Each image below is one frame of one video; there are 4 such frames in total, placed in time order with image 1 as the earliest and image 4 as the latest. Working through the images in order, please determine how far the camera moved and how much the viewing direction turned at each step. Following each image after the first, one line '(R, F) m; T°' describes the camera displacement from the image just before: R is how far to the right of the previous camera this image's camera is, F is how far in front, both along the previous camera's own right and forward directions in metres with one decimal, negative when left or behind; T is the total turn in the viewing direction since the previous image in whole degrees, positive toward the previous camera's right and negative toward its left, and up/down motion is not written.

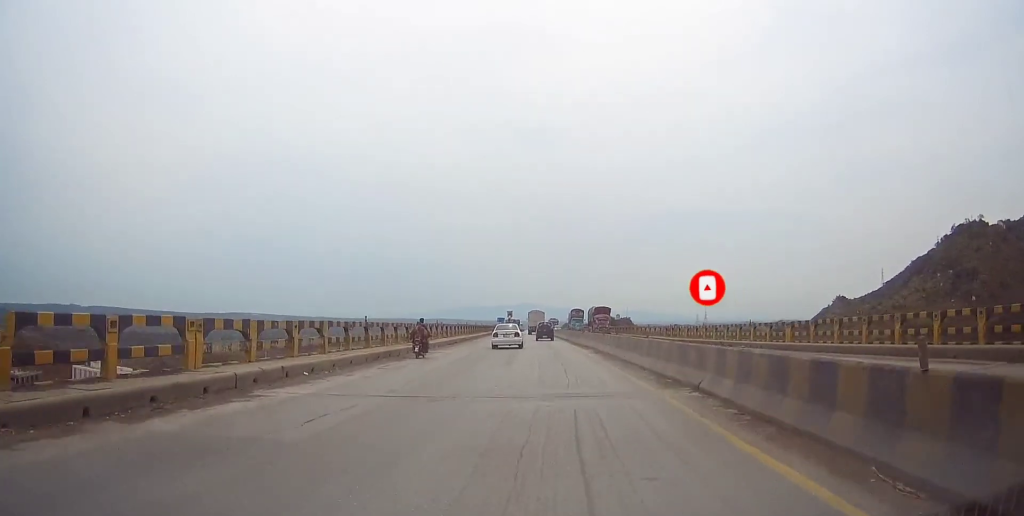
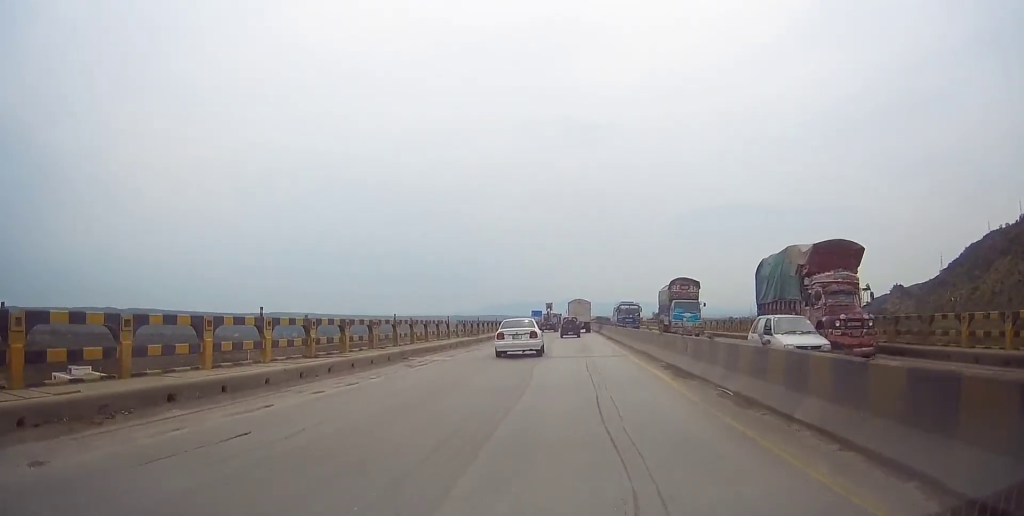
(-2.7, +54.7) m; -3°
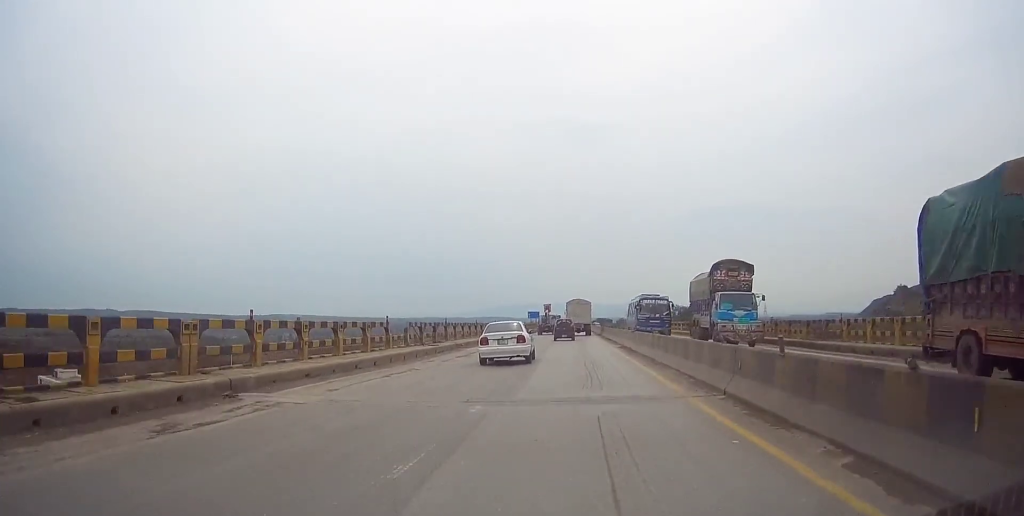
(+0.3, +12.1) m; 0°
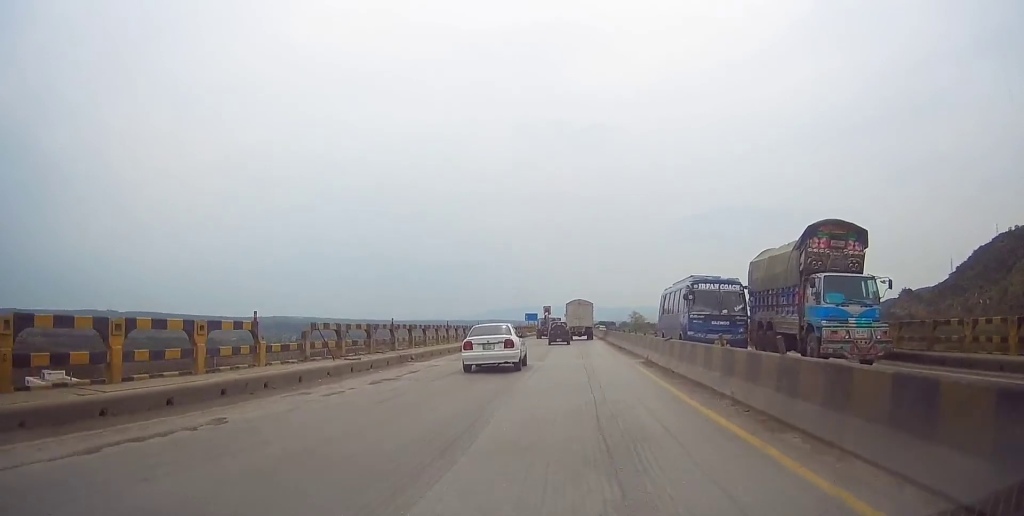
(0.0, +11.5) m; -1°
